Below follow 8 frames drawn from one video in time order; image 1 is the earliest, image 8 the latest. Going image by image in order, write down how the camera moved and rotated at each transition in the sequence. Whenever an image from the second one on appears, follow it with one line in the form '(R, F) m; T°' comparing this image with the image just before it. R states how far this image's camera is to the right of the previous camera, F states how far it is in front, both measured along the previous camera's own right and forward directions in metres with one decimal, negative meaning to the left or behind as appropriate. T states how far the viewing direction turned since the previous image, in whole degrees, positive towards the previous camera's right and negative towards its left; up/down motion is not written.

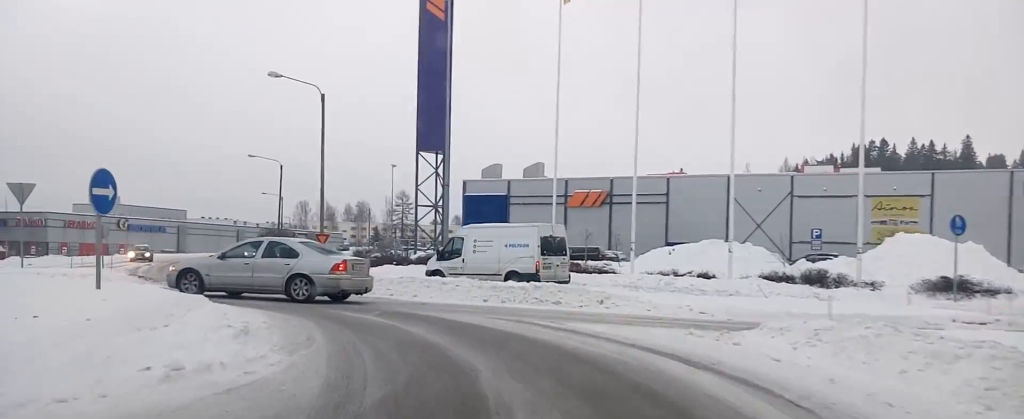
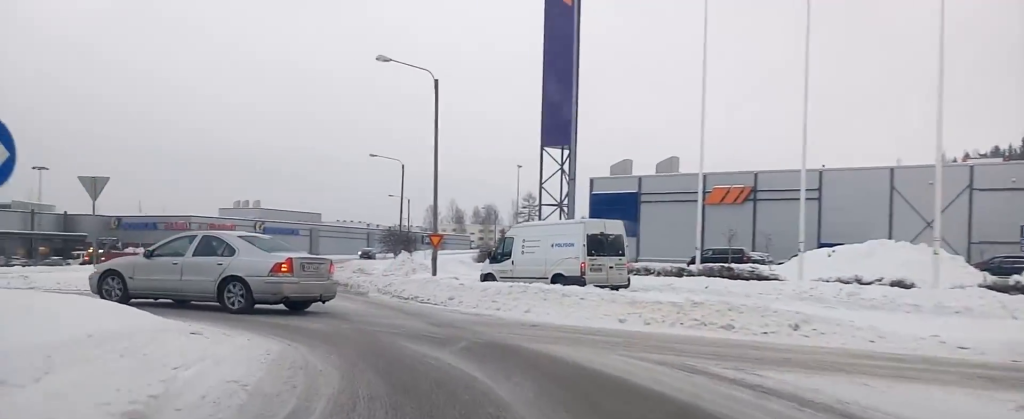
(-0.2, +5.5) m; -5°
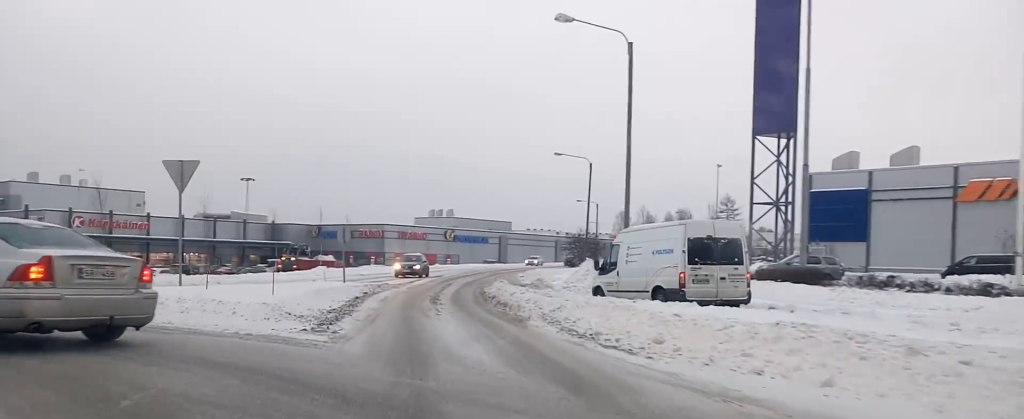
(-0.7, +8.3) m; -11°
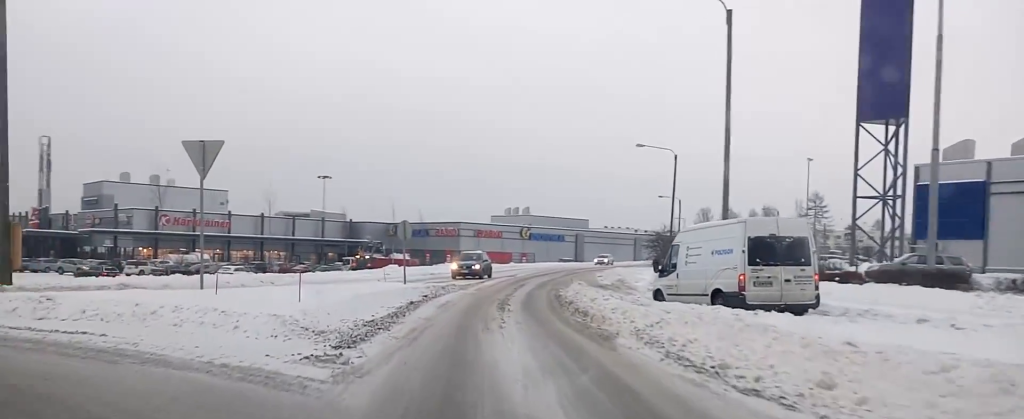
(+0.2, +3.5) m; -5°
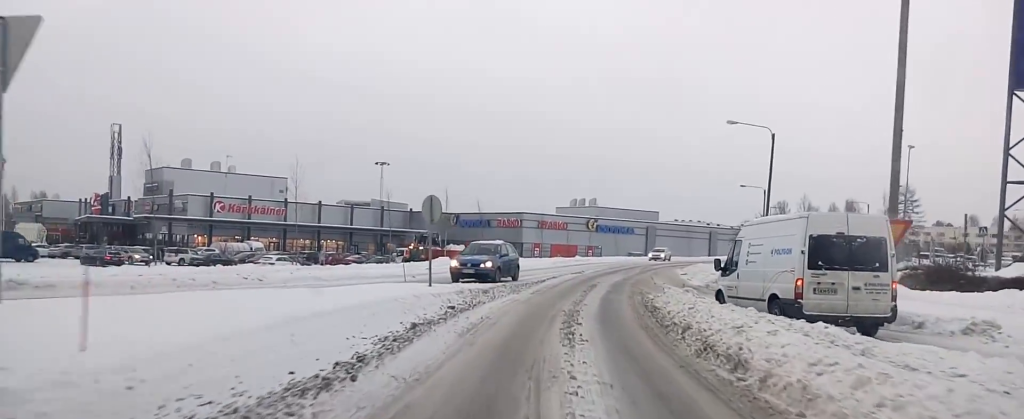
(-1.1, +7.6) m; -10°
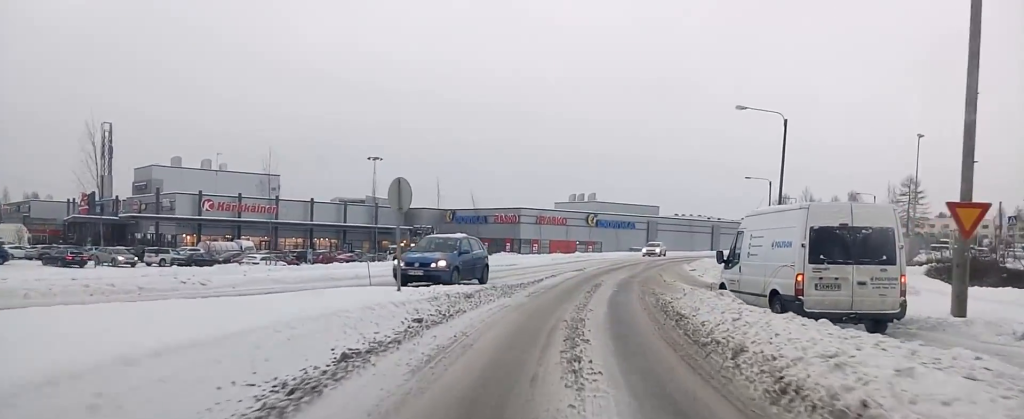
(-0.1, +3.3) m; -2°
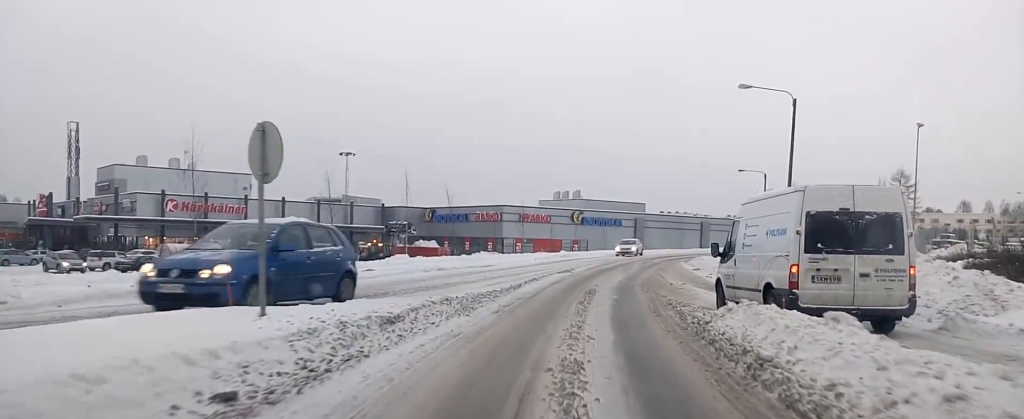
(0.0, +5.8) m; -2°
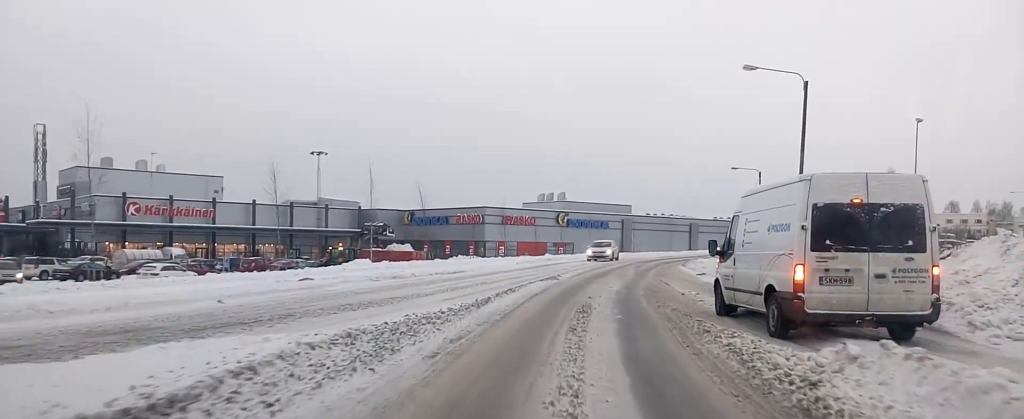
(-0.3, +5.3) m; +1°
